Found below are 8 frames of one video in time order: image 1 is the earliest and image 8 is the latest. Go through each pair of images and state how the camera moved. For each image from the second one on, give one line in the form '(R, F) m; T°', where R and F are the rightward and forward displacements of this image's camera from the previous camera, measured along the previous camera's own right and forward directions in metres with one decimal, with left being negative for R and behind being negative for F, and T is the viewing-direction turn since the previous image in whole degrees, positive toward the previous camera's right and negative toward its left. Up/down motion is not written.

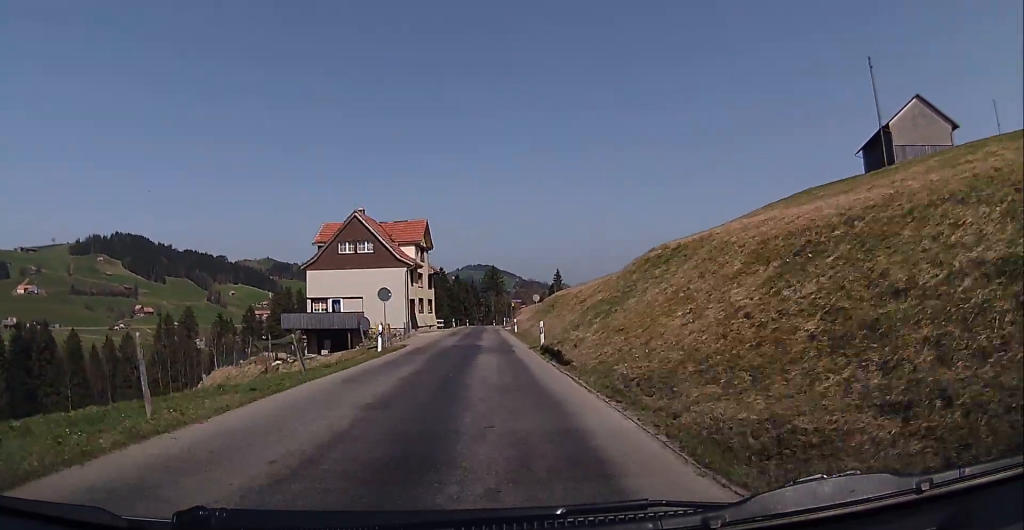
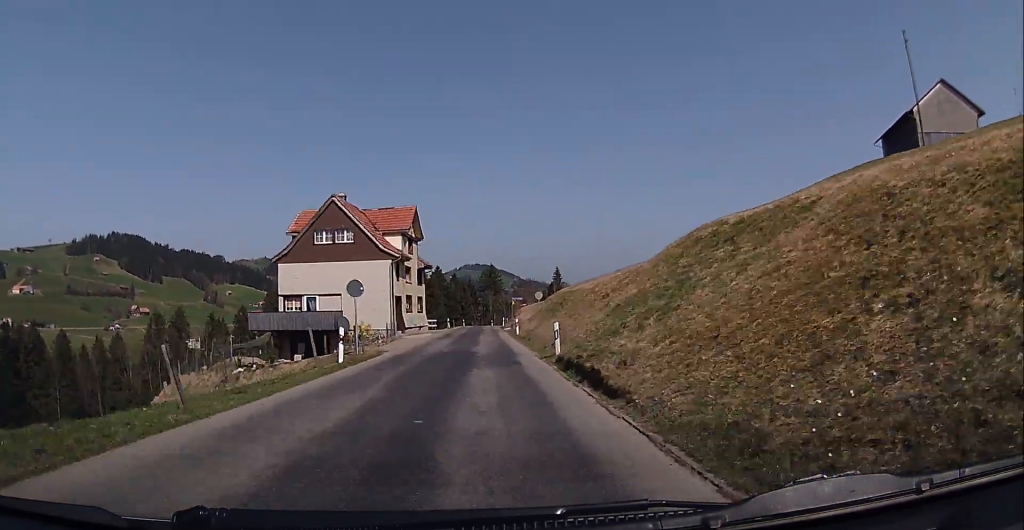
(-0.2, +6.1) m; -1°
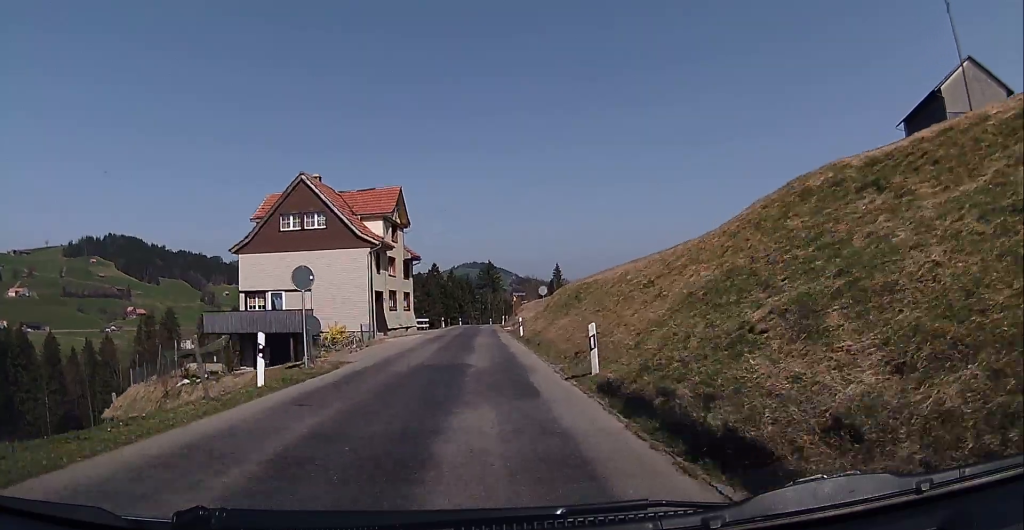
(-0.3, +6.5) m; -1°
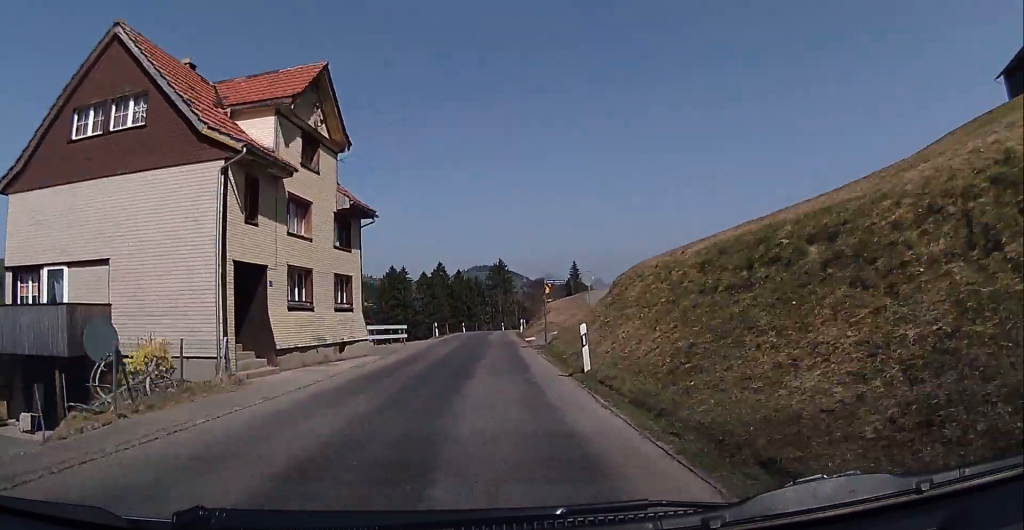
(+0.3, +19.6) m; +1°
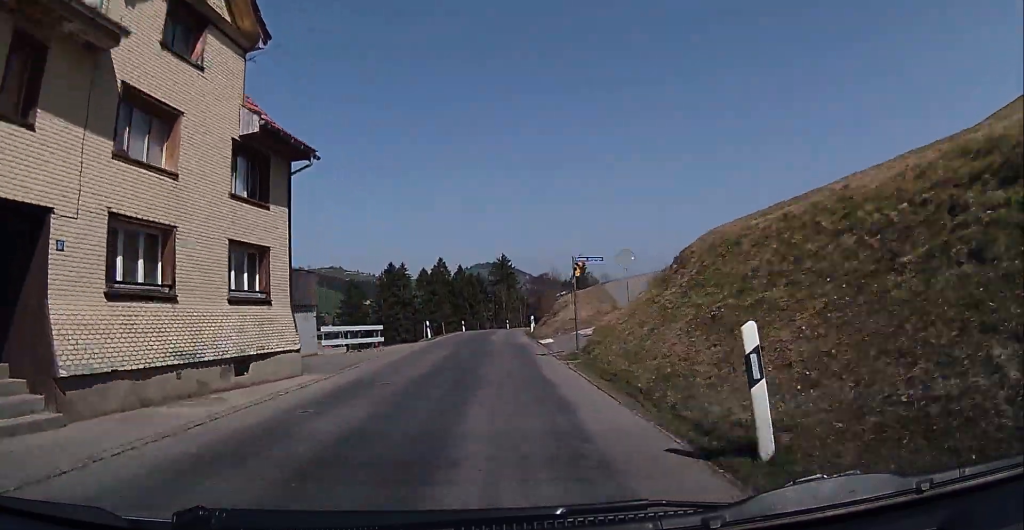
(0.0, +8.5) m; -1°
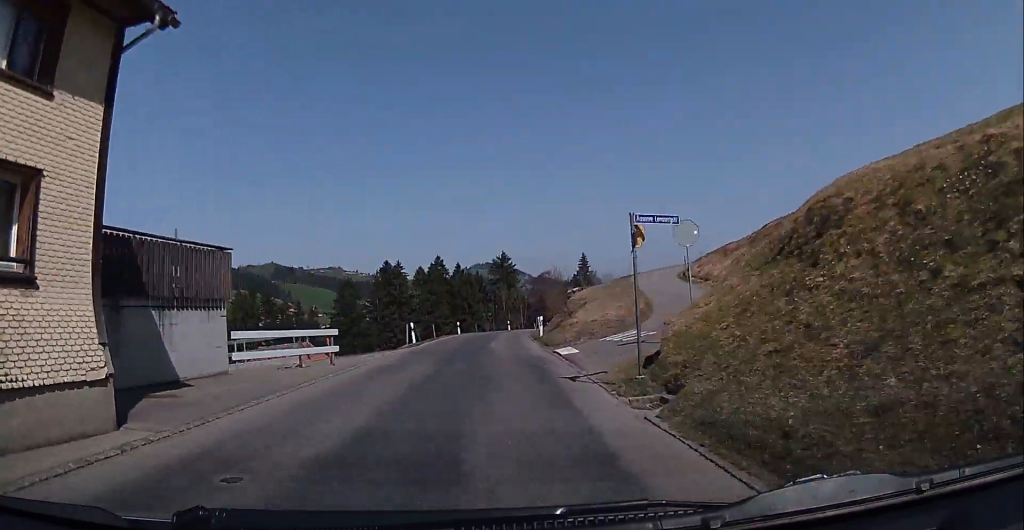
(-0.1, +7.6) m; -1°
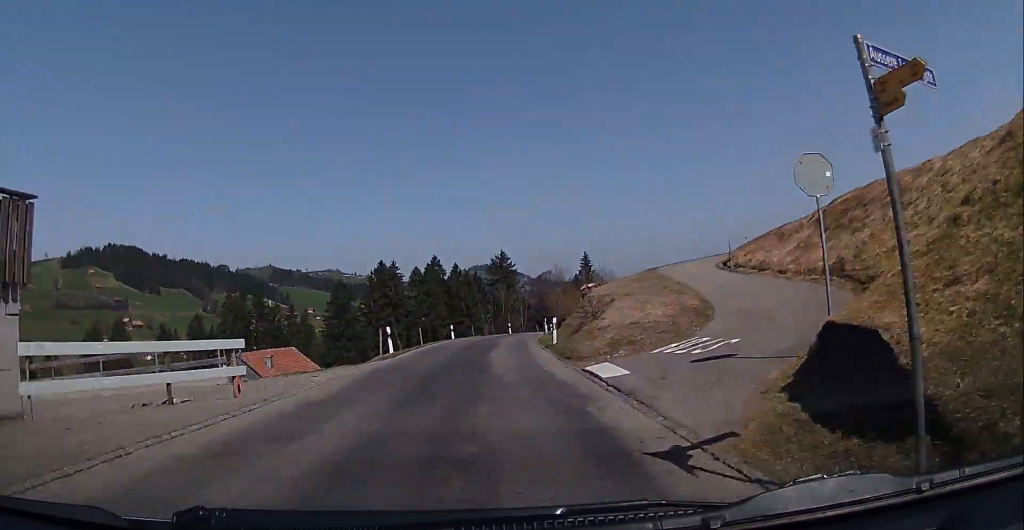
(-0.1, +7.1) m; -1°
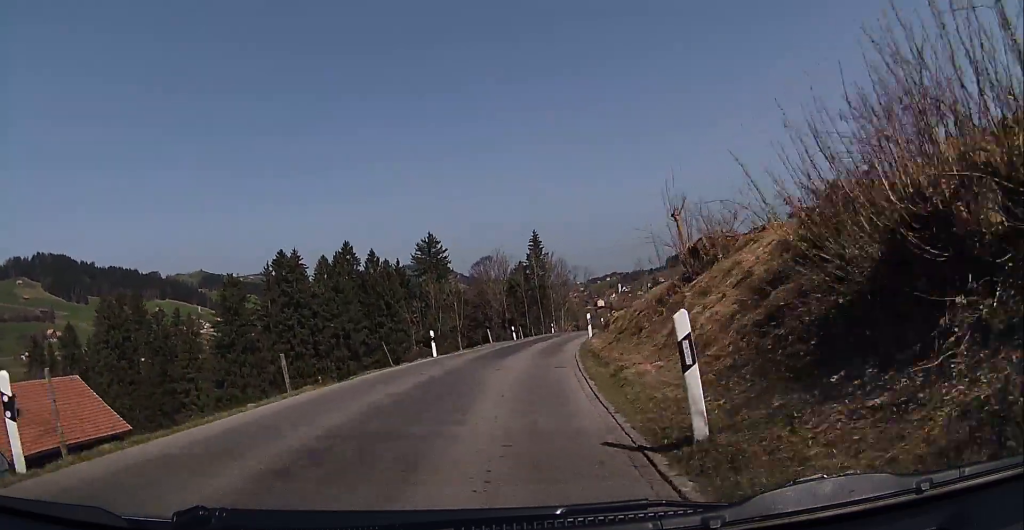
(-0.1, +39.2) m; +2°
